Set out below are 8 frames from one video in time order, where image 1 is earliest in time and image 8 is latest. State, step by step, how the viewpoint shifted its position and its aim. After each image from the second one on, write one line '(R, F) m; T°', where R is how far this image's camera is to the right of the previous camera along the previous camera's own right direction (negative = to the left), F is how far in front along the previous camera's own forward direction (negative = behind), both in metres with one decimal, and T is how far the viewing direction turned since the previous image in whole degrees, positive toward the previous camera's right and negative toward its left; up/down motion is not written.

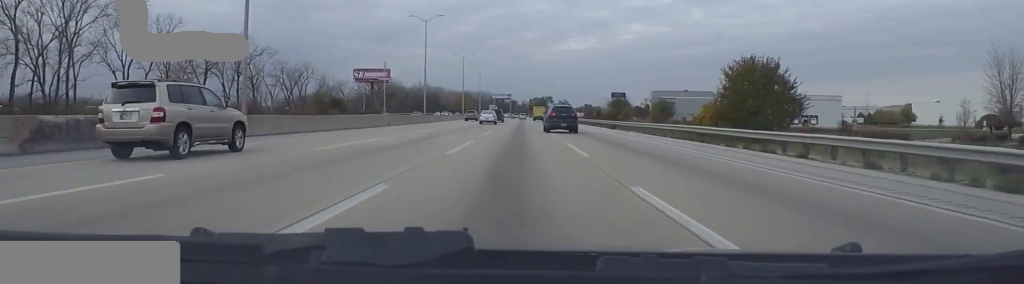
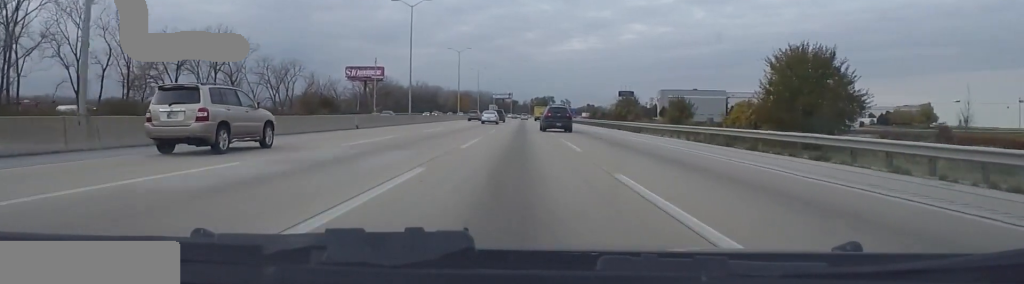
(-0.2, +12.3) m; 0°
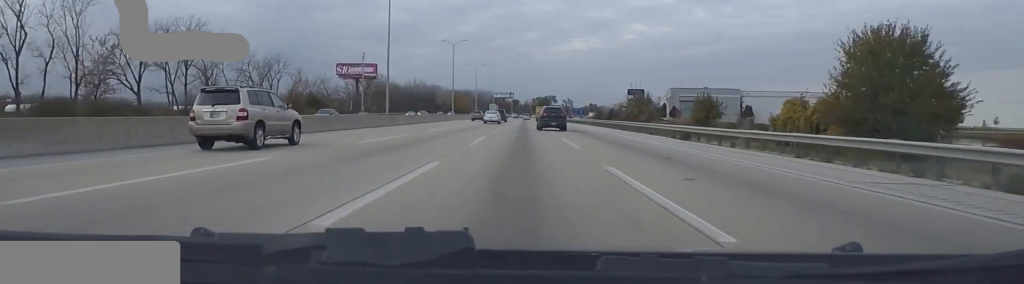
(0.0, +13.7) m; 0°
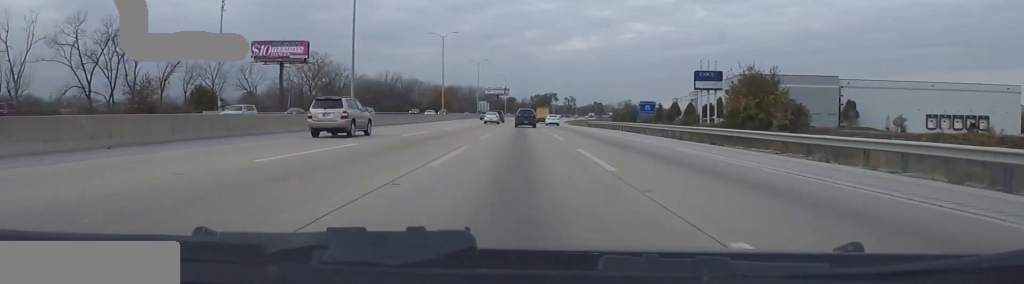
(+0.9, +67.8) m; +1°
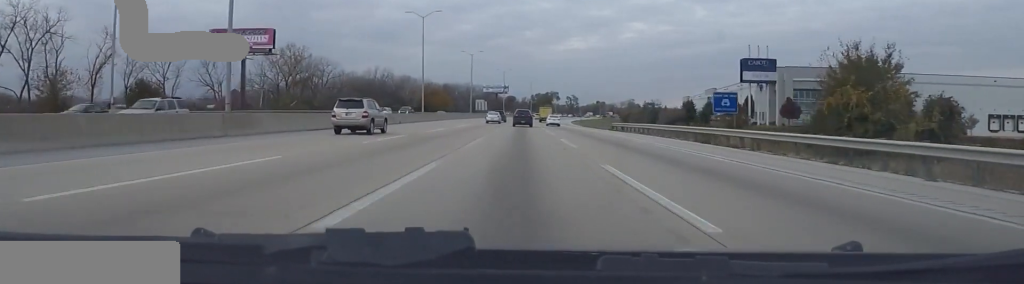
(-0.1, +21.1) m; 0°
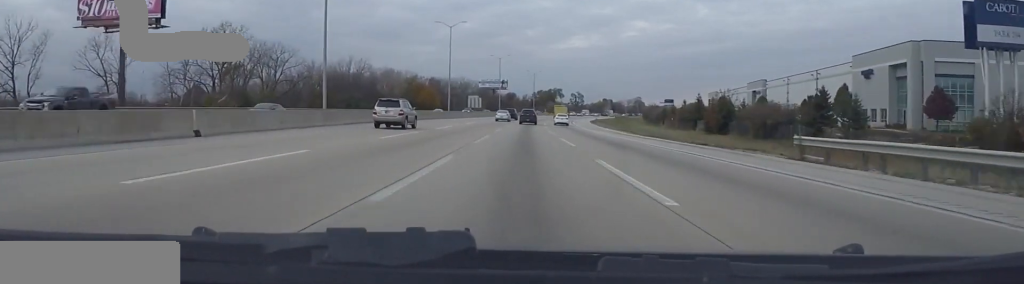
(-0.5, +42.3) m; -2°
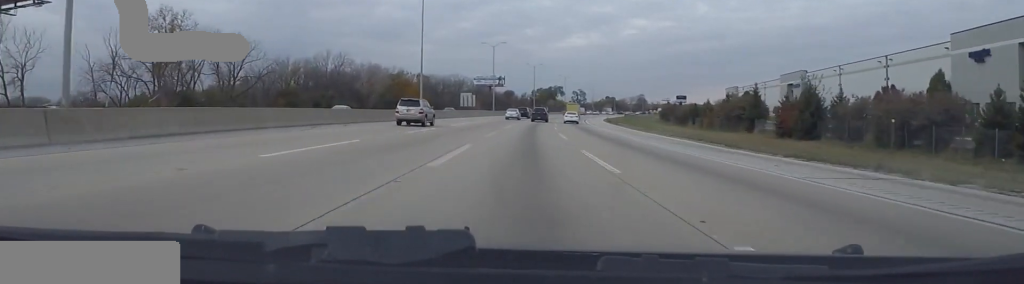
(0.0, +25.8) m; +1°
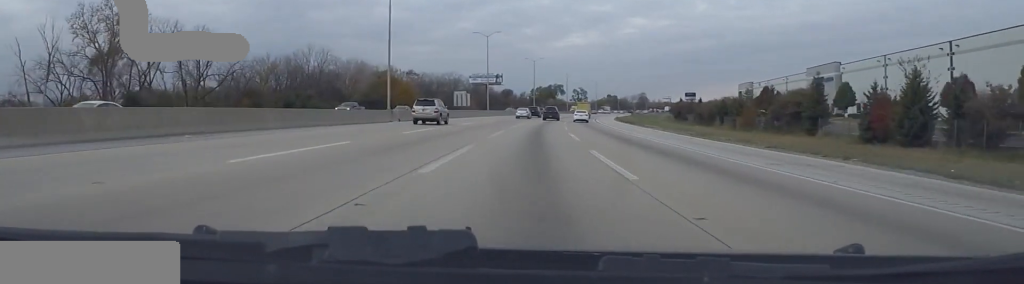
(+0.3, +17.1) m; +2°
